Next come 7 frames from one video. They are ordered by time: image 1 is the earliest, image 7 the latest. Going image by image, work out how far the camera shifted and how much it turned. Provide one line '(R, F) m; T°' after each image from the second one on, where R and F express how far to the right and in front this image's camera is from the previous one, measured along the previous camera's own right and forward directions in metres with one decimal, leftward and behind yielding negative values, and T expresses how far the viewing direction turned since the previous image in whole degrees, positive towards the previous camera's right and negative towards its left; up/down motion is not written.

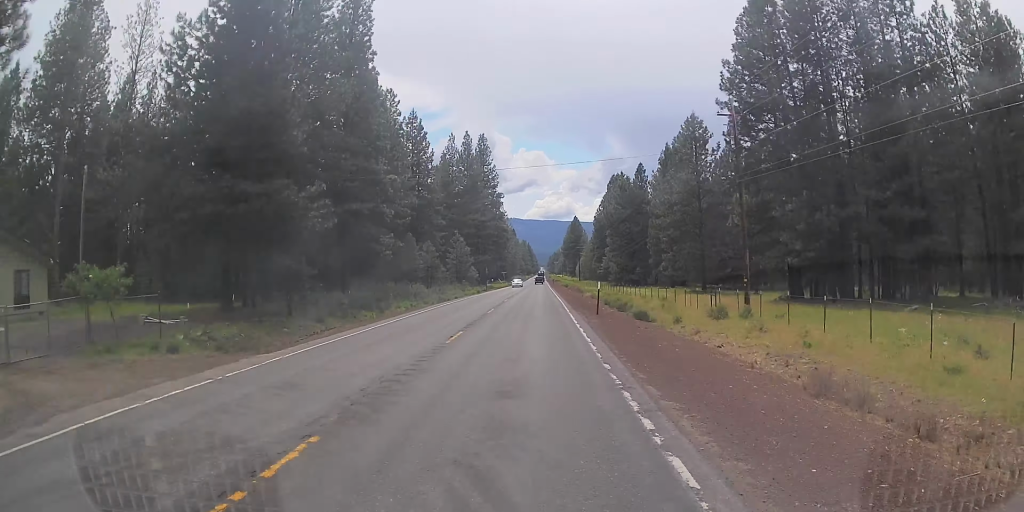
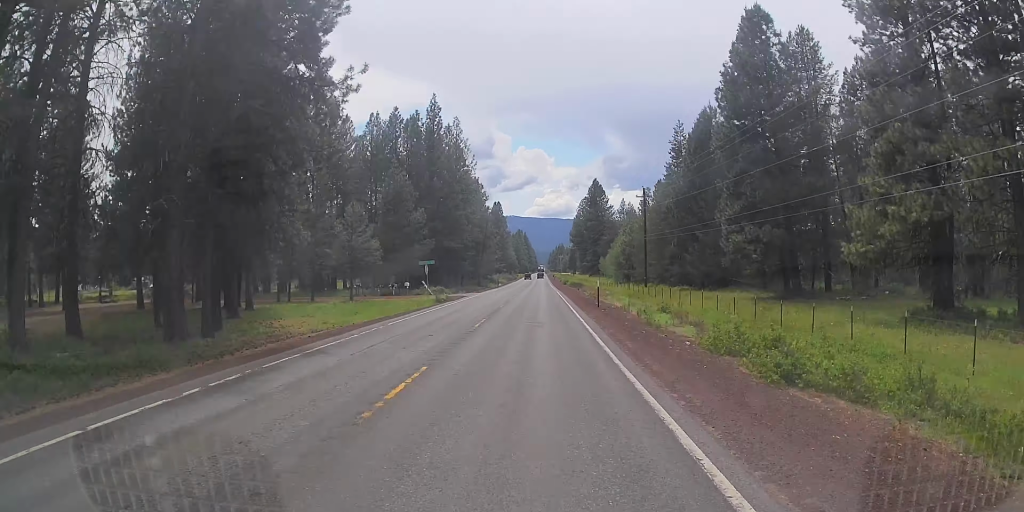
(-0.1, +123.1) m; 0°
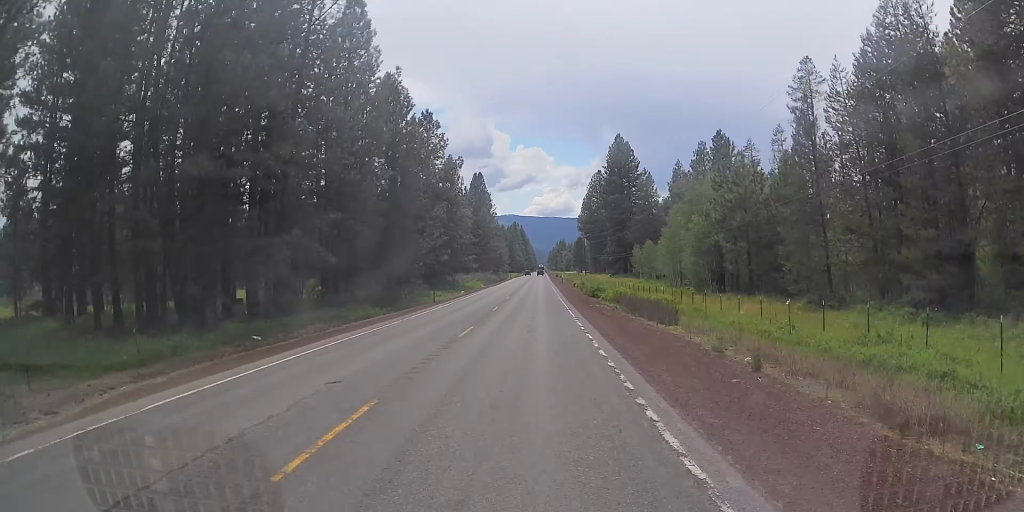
(+0.2, +65.0) m; 0°
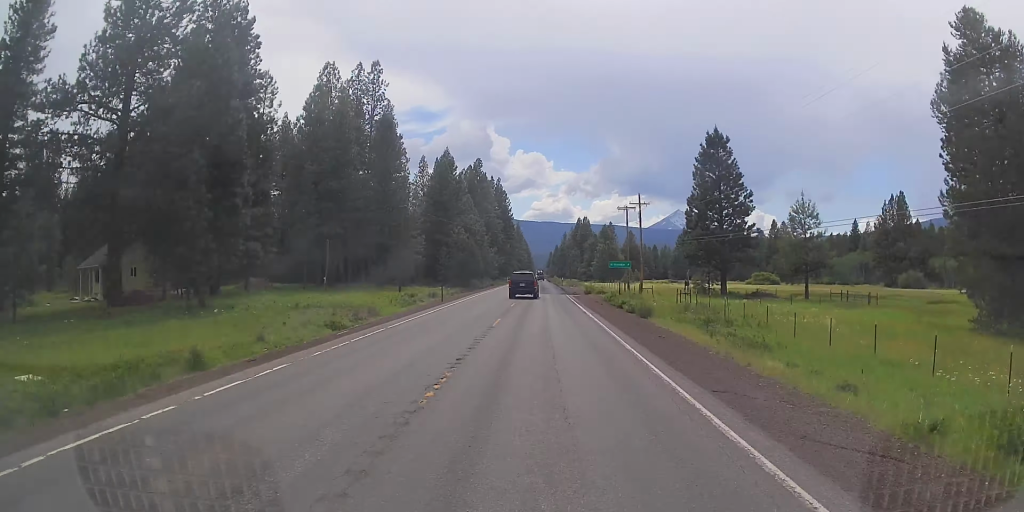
(-1.5, +228.6) m; -1°
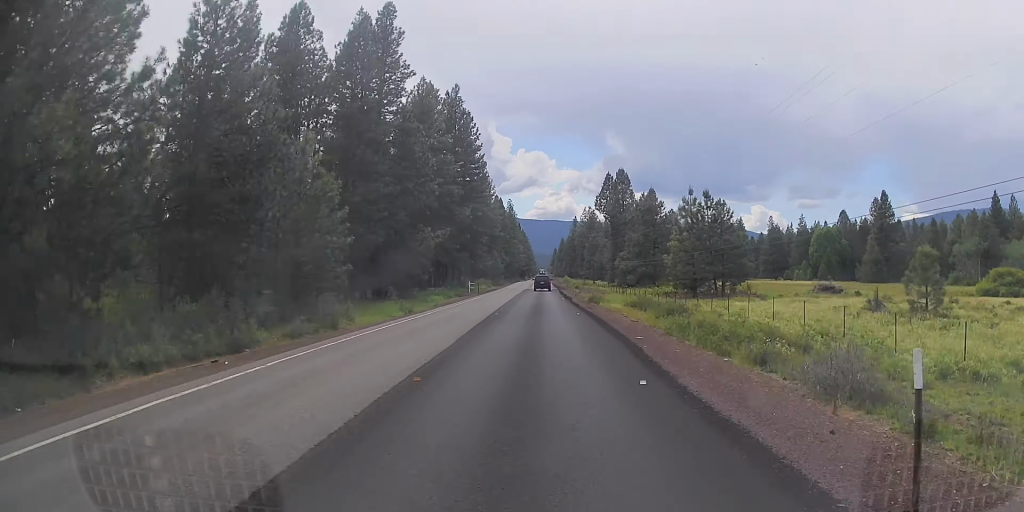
(+0.2, +99.9) m; 0°
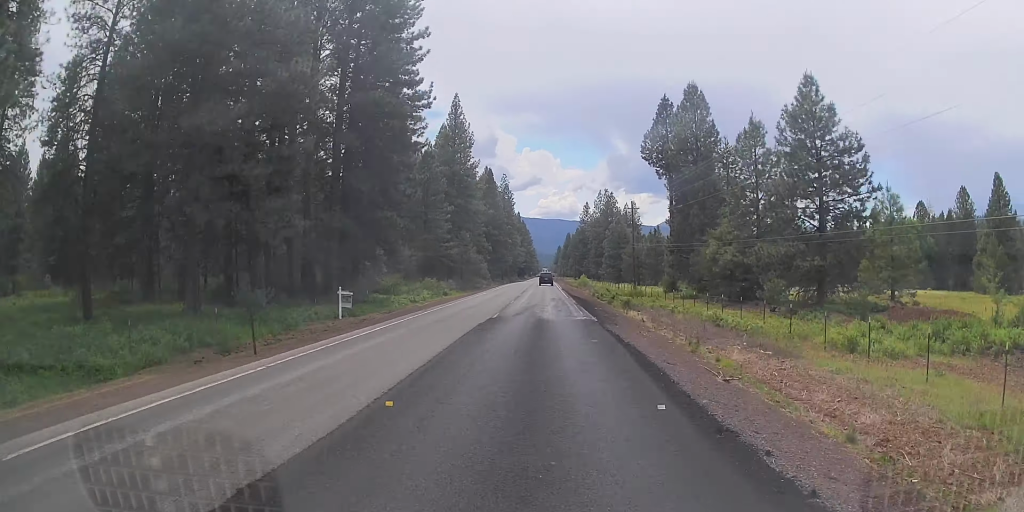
(+0.2, +56.6) m; 0°
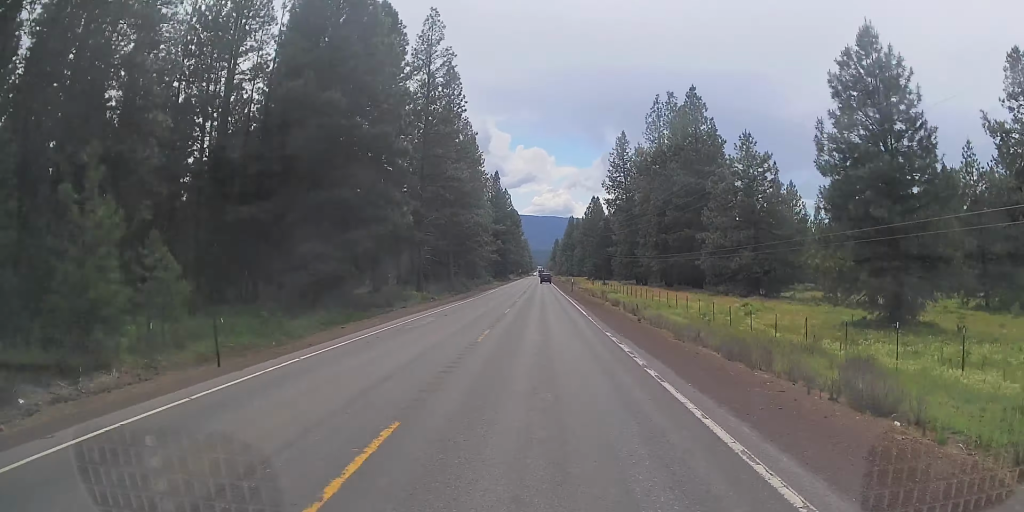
(-1.0, +112.7) m; 0°
